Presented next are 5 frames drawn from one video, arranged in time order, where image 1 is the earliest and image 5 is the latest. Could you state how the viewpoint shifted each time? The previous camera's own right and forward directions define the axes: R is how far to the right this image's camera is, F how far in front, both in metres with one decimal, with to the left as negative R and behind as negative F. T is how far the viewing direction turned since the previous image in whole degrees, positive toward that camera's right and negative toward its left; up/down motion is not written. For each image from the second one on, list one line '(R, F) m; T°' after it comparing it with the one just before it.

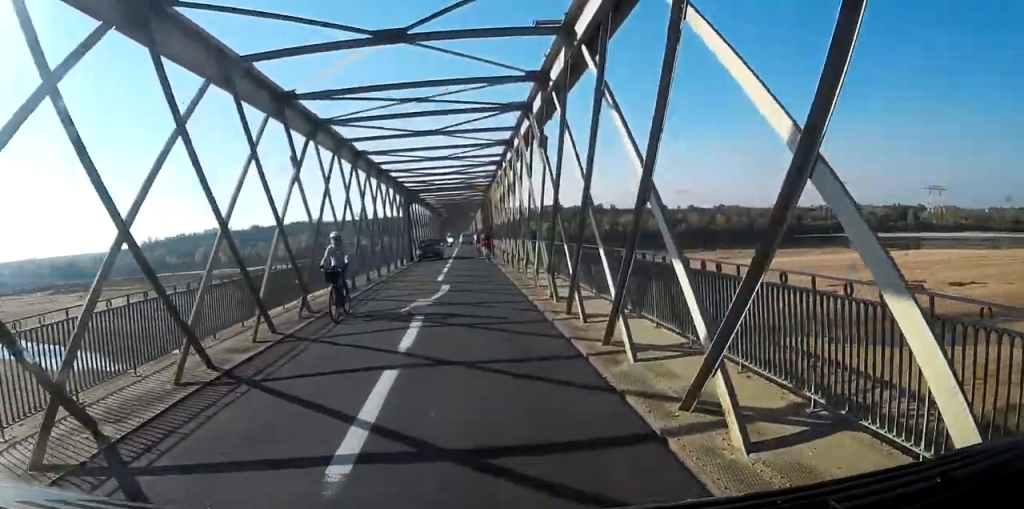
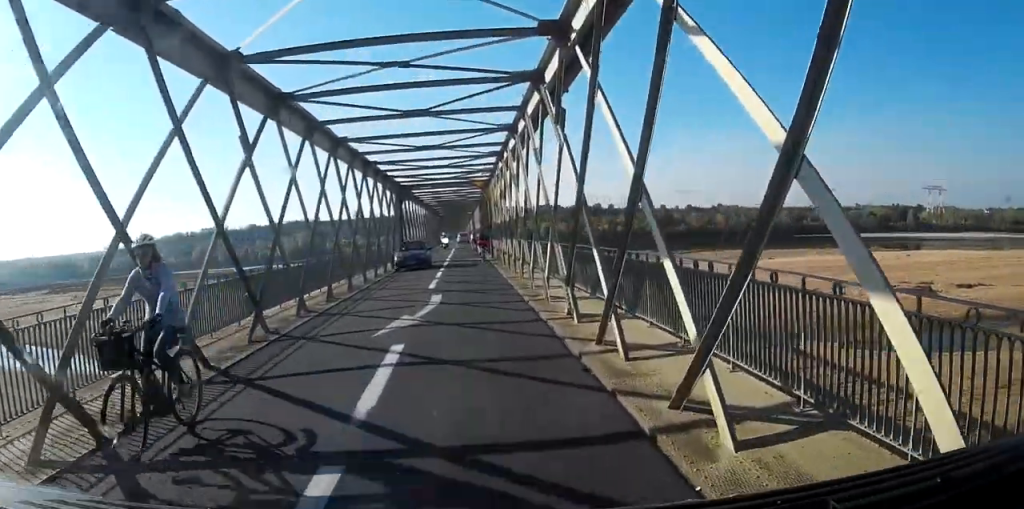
(-0.2, +3.3) m; 0°
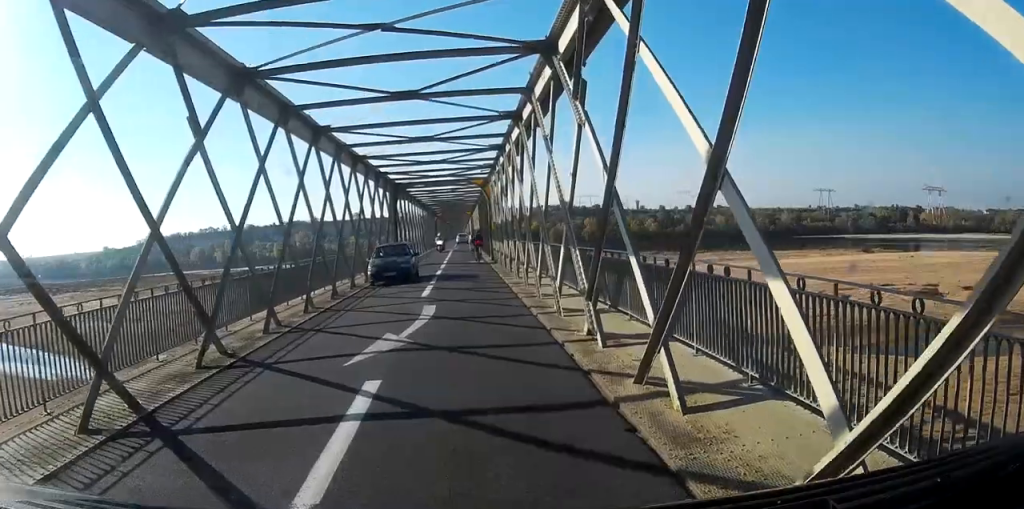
(0.0, +2.4) m; +2°
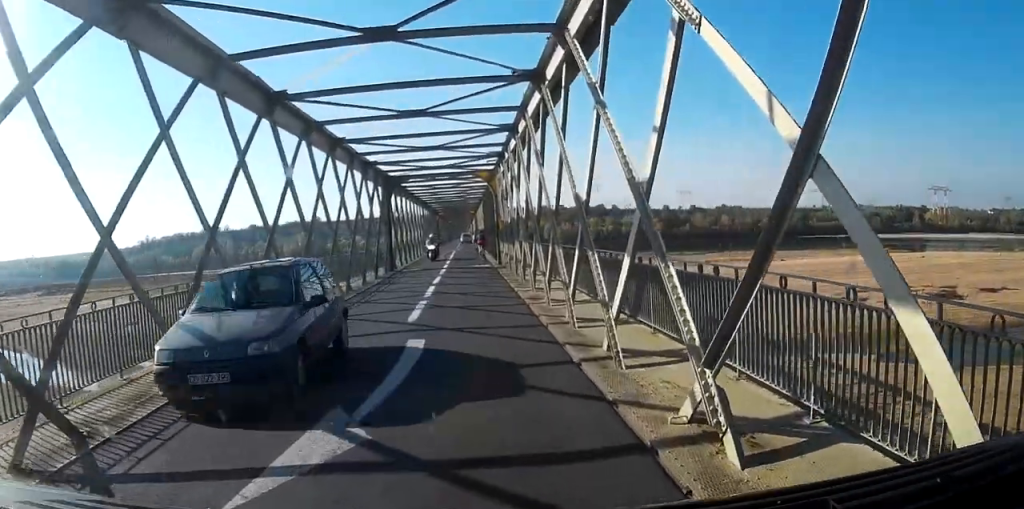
(+0.3, +4.9) m; +4°
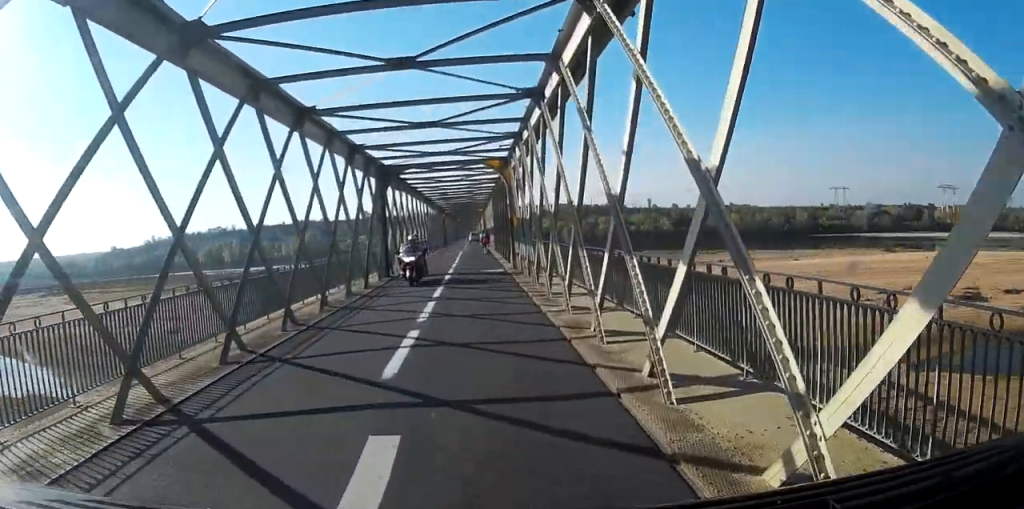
(-0.1, +5.2) m; -3°
